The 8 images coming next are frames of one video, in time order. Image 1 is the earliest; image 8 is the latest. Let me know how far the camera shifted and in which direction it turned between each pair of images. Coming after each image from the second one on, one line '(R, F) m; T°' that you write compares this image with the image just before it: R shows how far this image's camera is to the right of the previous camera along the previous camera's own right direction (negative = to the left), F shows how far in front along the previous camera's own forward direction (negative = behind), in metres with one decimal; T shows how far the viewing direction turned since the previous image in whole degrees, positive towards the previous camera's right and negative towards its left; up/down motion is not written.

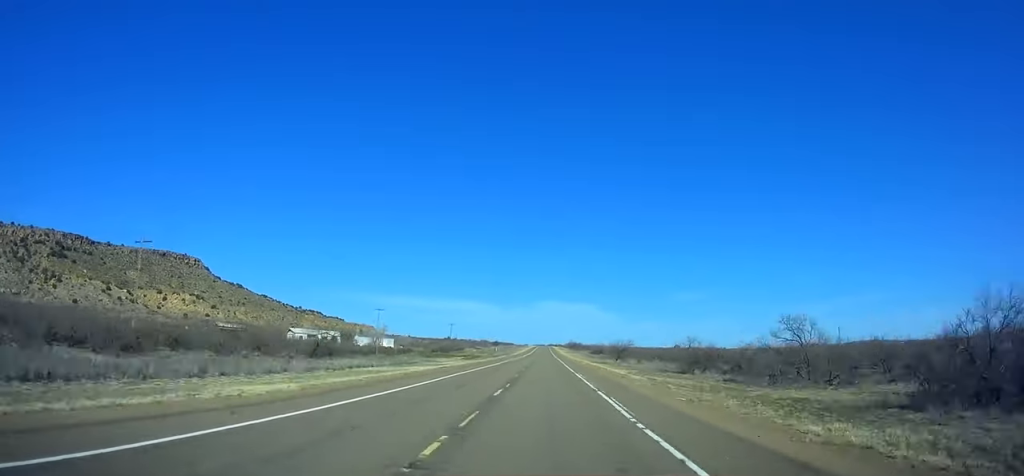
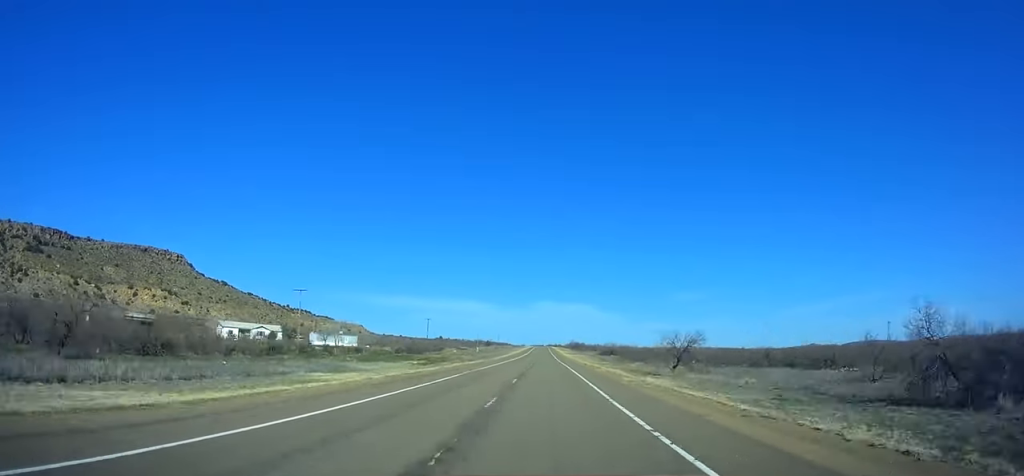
(-0.3, +40.5) m; 0°
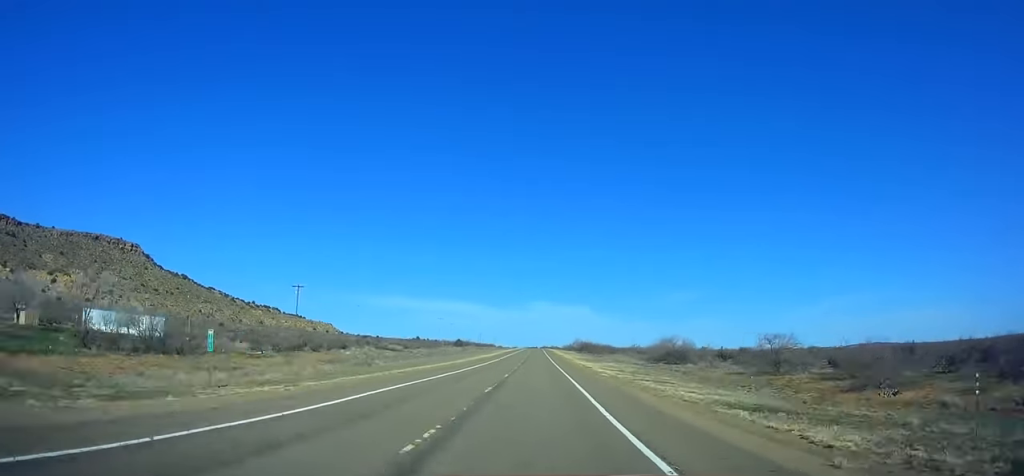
(+0.3, +92.6) m; 0°
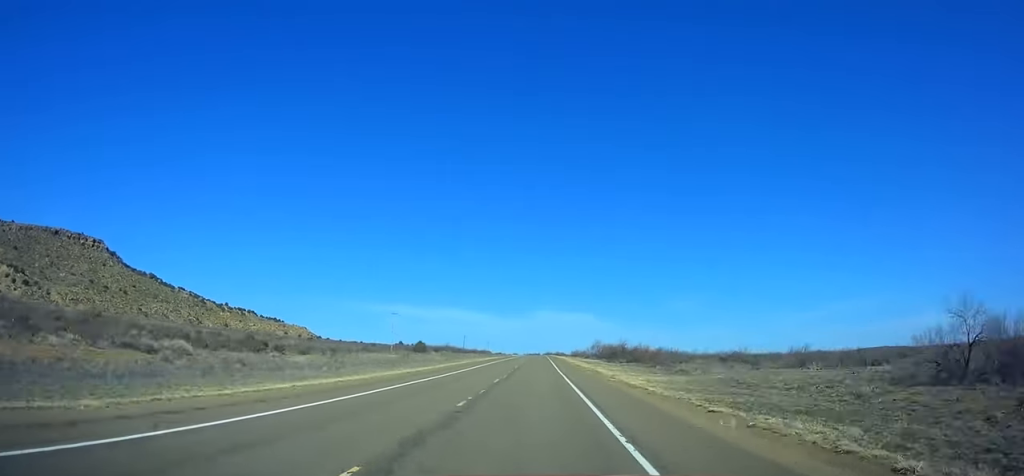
(+0.2, +78.3) m; 0°
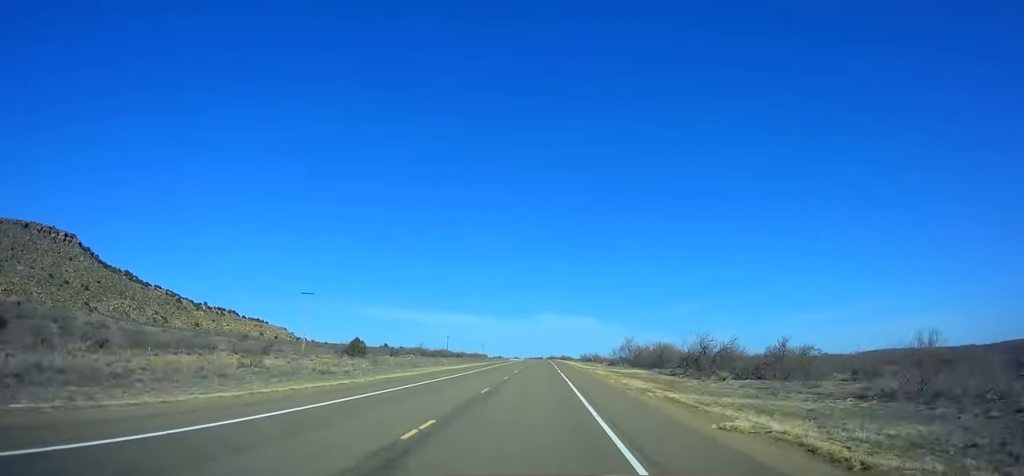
(0.0, +55.2) m; 0°
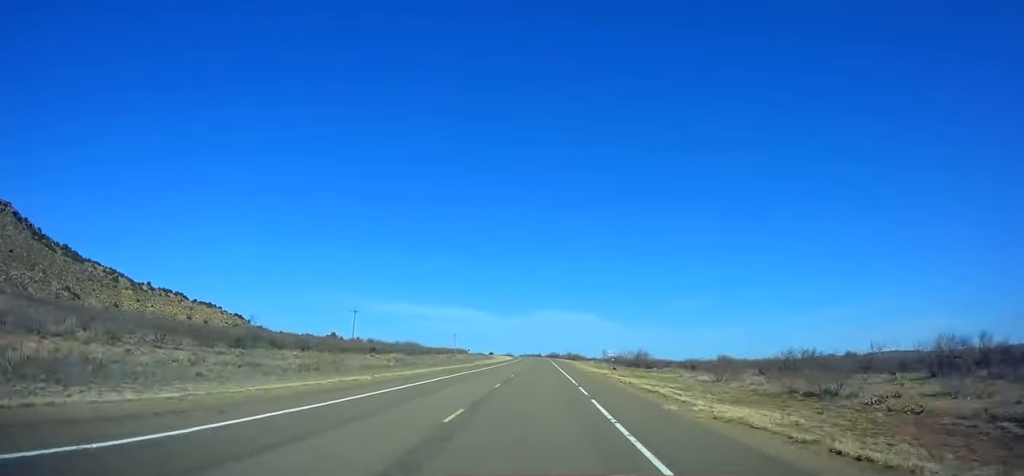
(-0.4, +107.3) m; 0°
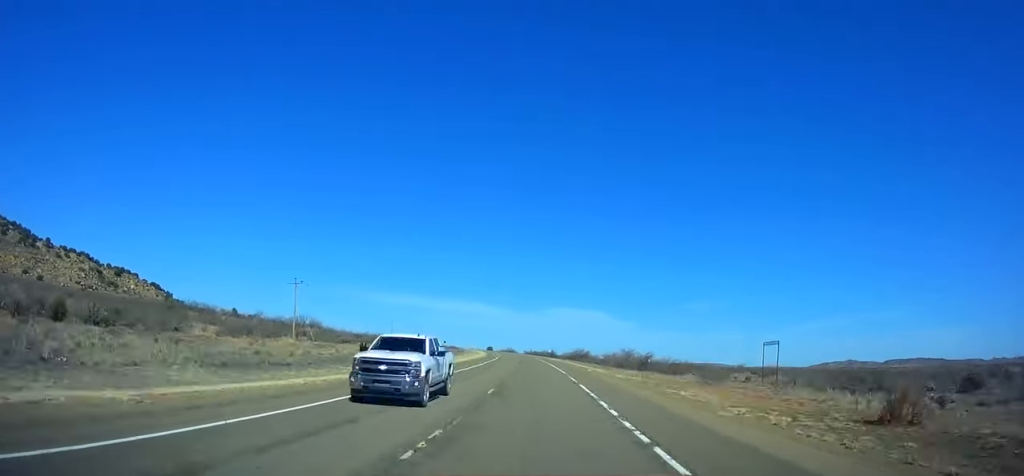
(-1.4, +163.0) m; -2°
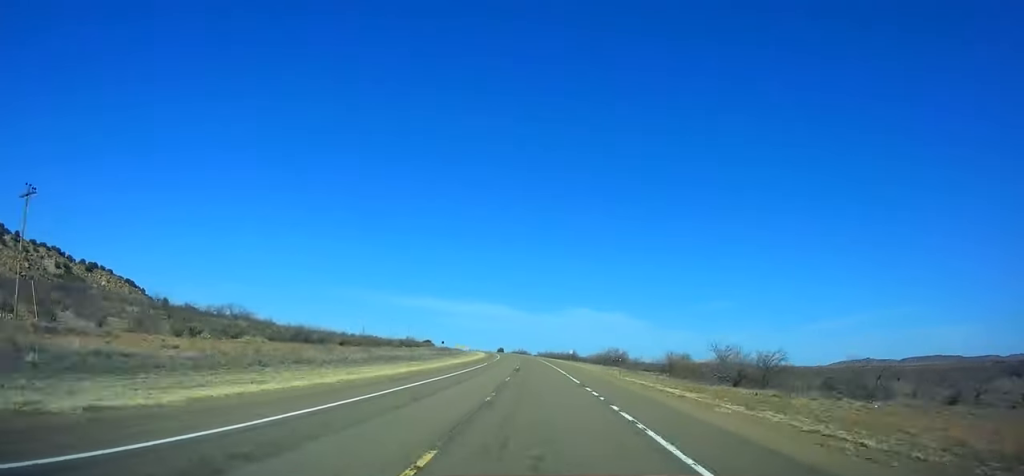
(+0.2, +50.7) m; -1°
